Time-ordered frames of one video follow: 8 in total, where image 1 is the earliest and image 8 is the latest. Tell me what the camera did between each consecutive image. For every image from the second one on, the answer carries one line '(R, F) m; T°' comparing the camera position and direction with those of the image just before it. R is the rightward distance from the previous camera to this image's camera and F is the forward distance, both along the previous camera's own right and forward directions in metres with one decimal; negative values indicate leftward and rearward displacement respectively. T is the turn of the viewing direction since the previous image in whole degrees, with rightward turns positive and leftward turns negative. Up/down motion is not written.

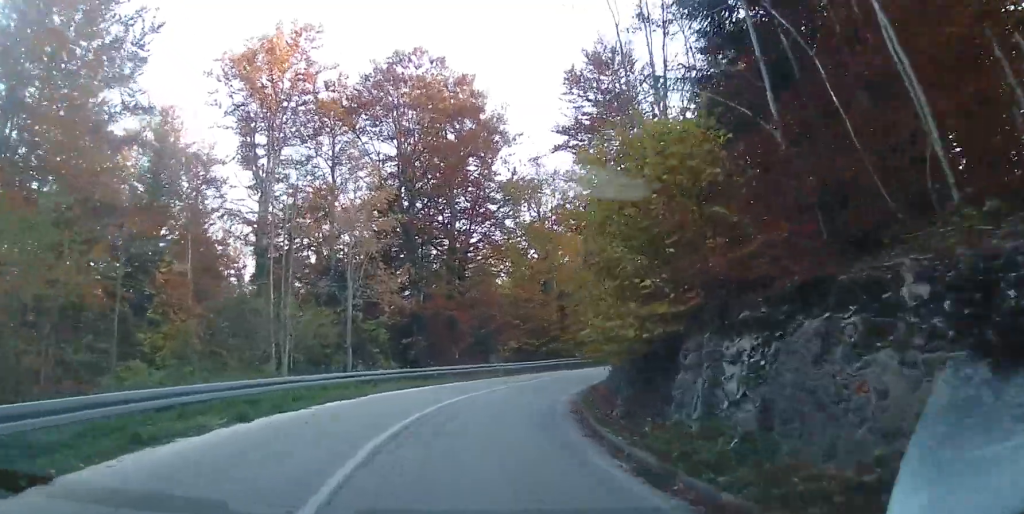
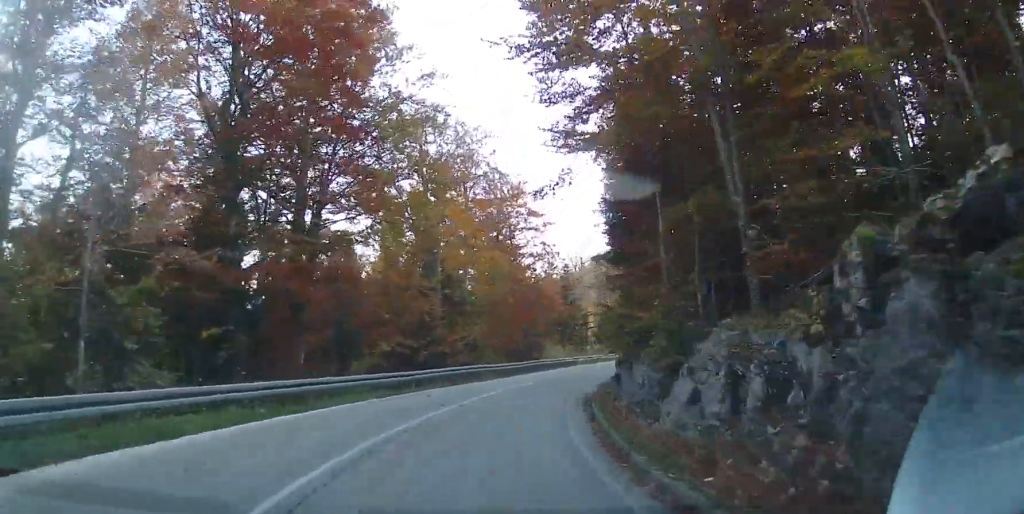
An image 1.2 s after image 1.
(+0.6, +14.8) m; +11°
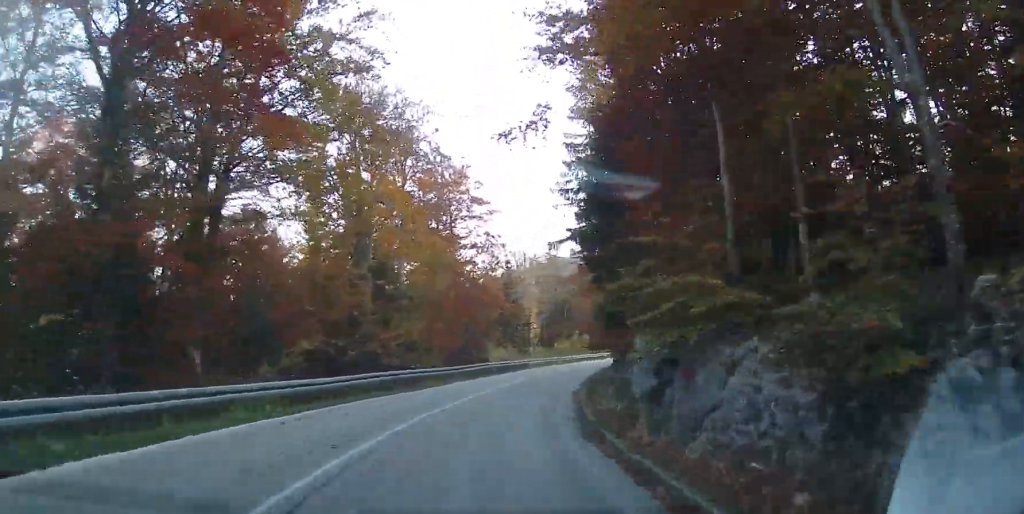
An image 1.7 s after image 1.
(+0.1, +5.8) m; +6°
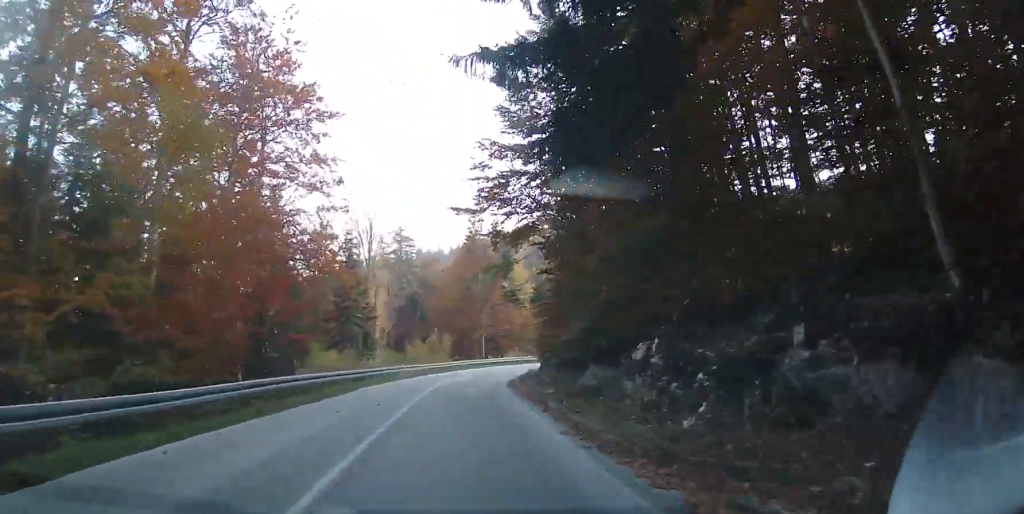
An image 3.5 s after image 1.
(+3.3, +21.0) m; +16°
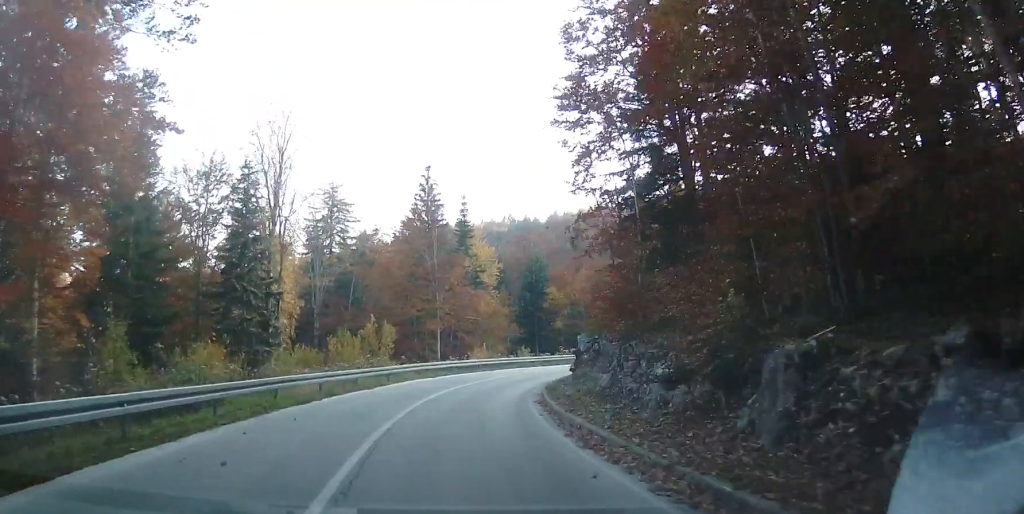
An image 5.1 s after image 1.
(+2.5, +22.3) m; +8°
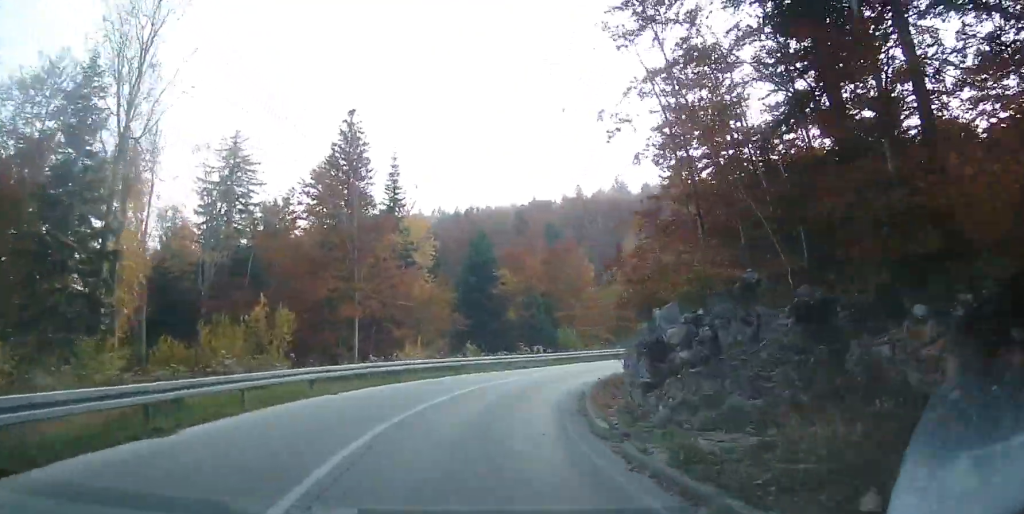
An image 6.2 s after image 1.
(+0.4, +15.8) m; +4°
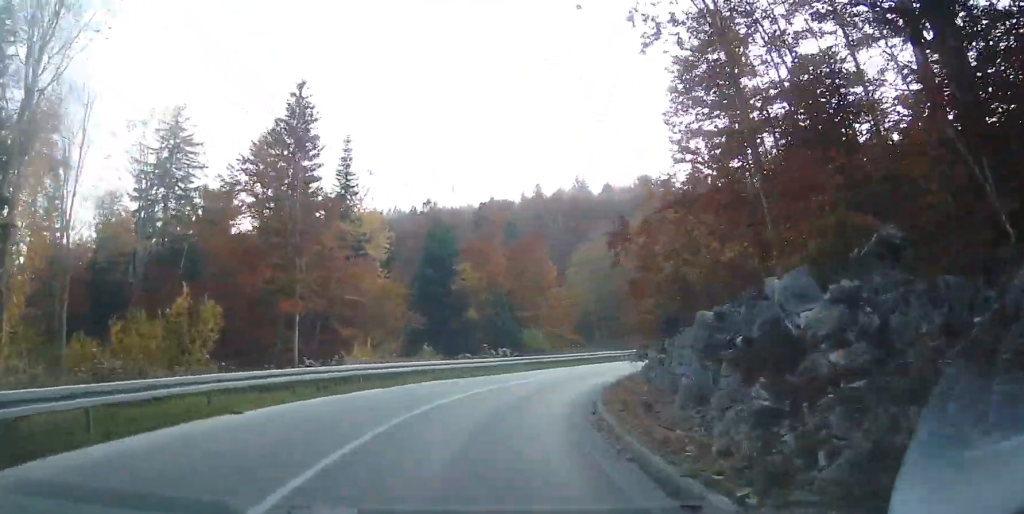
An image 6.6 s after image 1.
(-0.1, +5.9) m; +2°
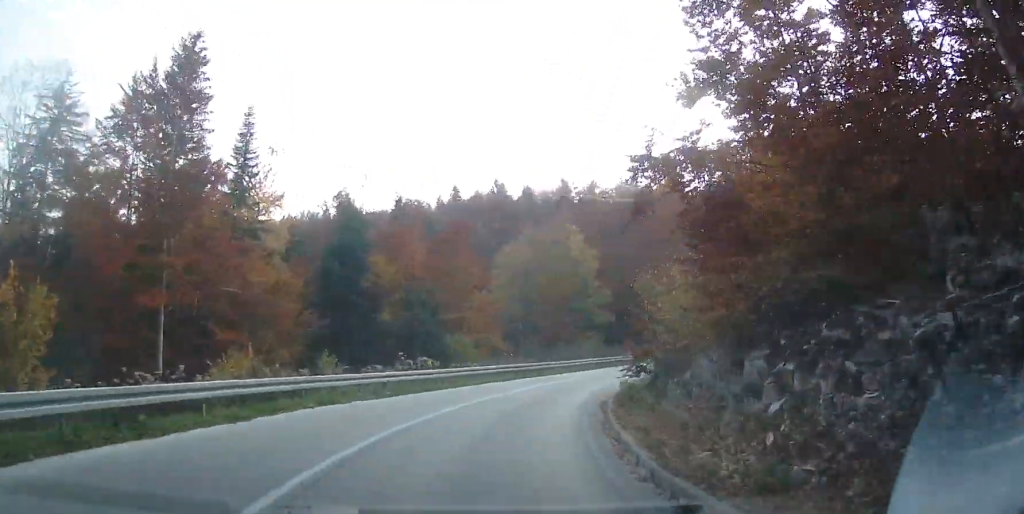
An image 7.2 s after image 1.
(+0.5, +8.5) m; +7°
